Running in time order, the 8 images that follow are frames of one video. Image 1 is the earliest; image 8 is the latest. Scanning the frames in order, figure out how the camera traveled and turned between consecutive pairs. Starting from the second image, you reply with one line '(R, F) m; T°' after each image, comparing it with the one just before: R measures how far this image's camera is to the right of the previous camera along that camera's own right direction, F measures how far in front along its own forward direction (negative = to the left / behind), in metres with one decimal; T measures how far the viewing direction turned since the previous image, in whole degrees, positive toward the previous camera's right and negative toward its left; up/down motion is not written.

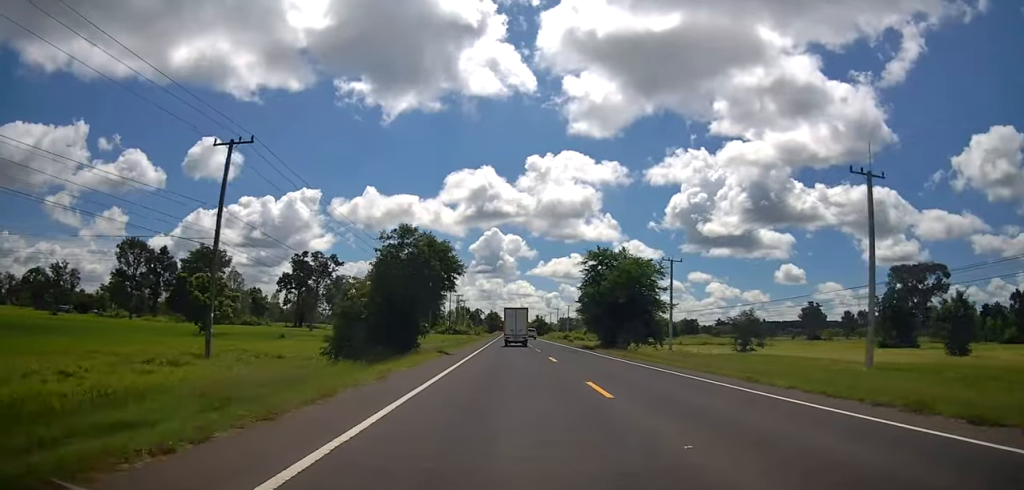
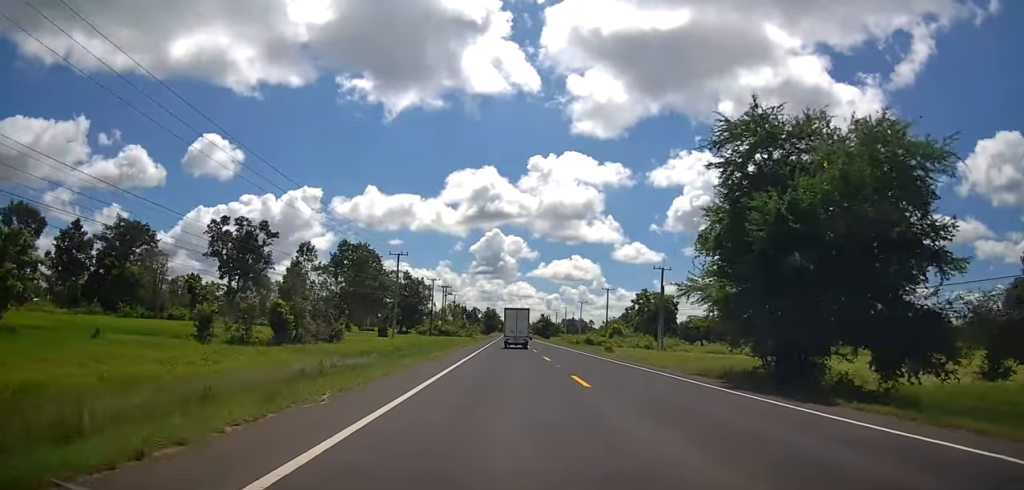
(0.0, +33.8) m; 0°
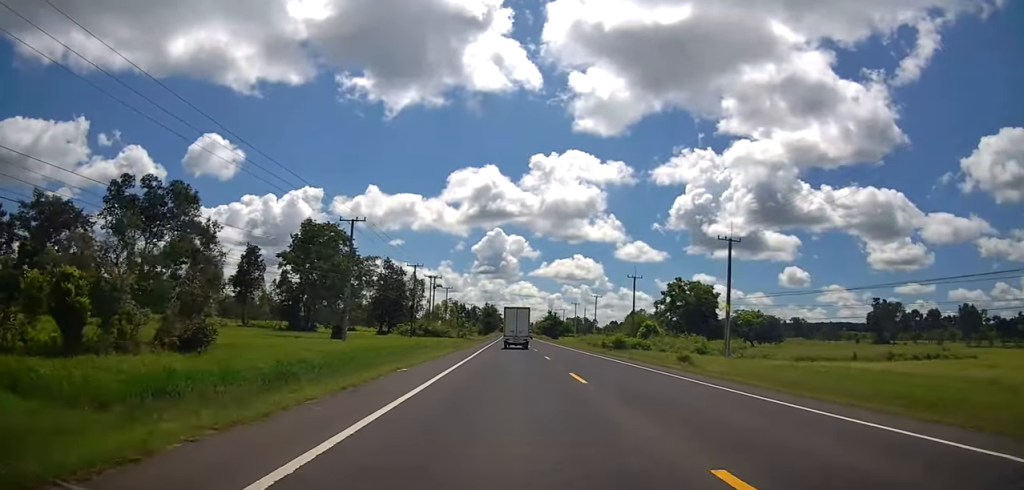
(0.0, +23.2) m; 0°
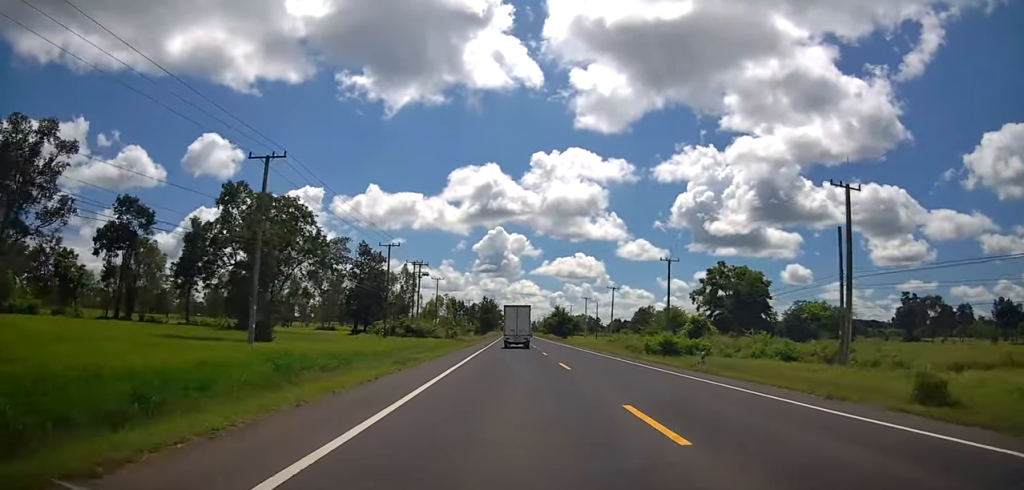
(0.0, +19.8) m; 0°
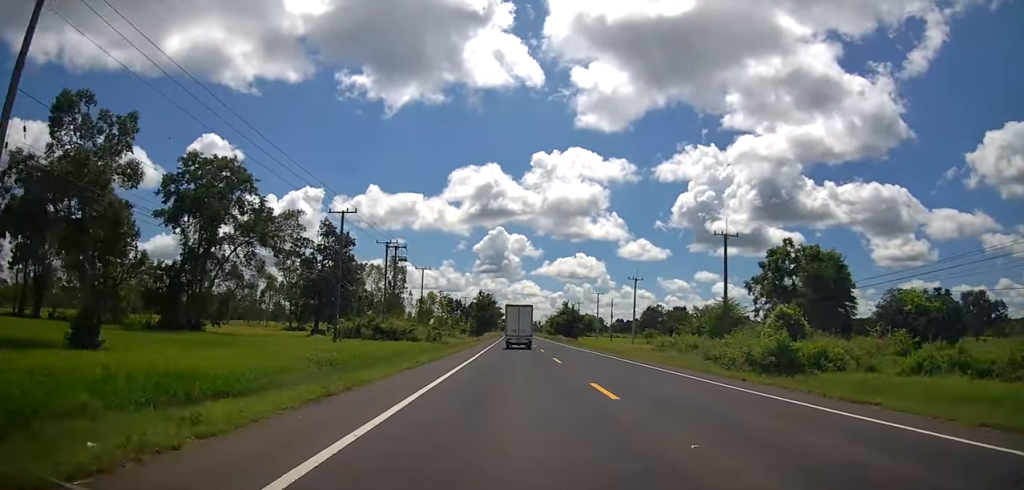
(0.0, +19.6) m; 0°
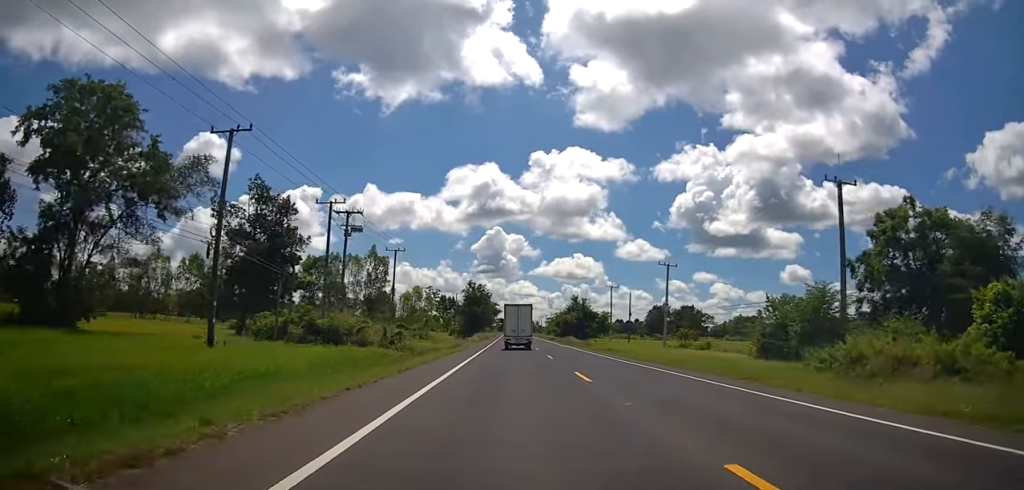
(0.0, +20.7) m; 0°
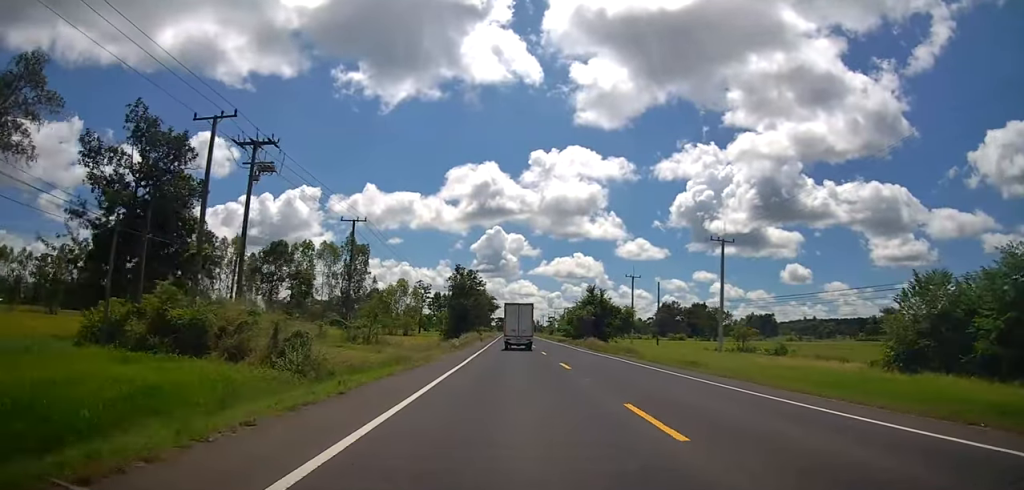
(0.0, +19.6) m; 0°
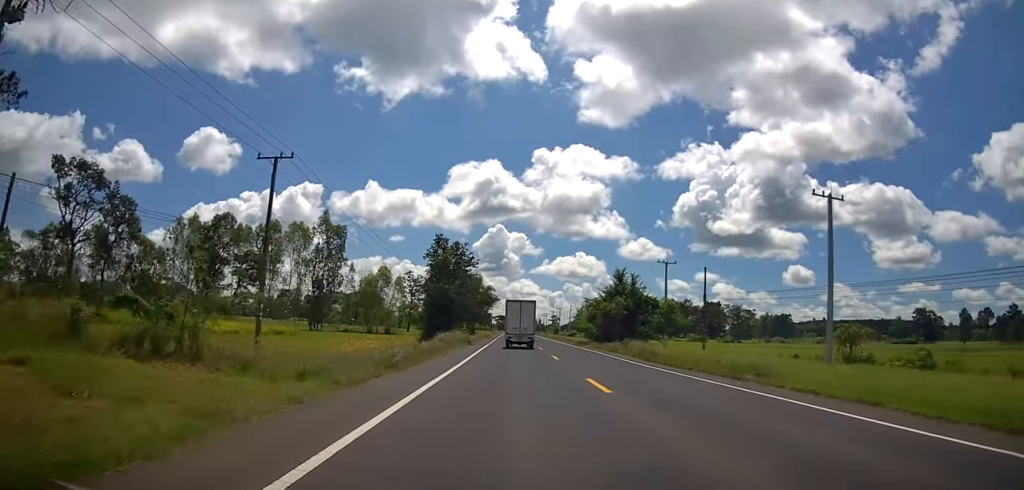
(0.0, +19.1) m; 0°
